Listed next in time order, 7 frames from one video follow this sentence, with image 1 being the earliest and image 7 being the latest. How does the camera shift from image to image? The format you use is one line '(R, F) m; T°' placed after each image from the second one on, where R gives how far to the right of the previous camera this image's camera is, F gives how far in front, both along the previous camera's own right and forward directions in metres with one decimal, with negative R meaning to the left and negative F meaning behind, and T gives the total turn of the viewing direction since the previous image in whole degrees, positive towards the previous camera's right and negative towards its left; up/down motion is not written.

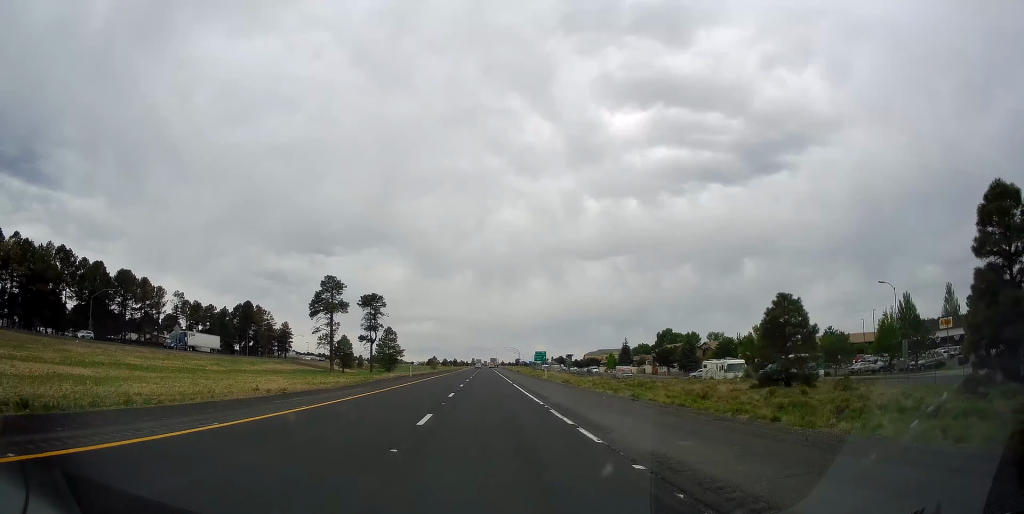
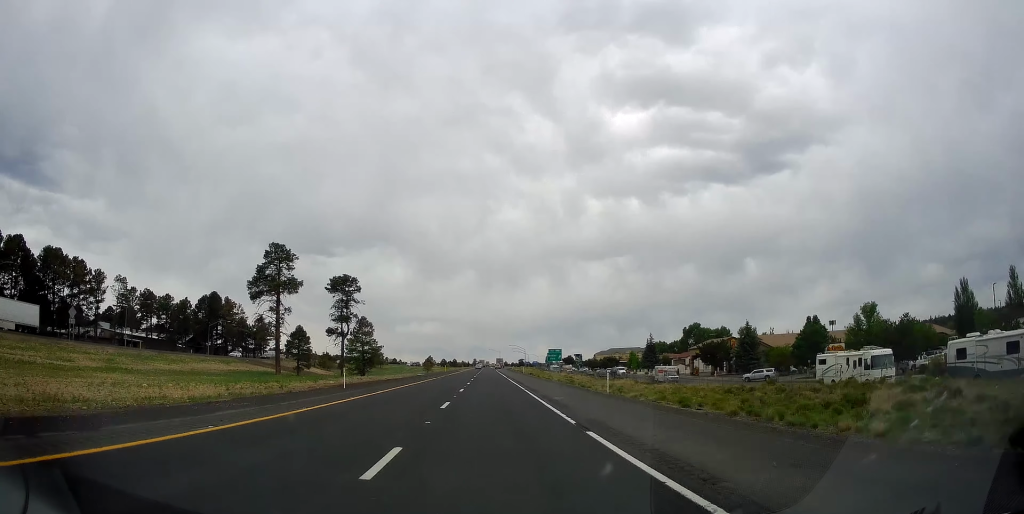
(-0.1, +31.5) m; -1°
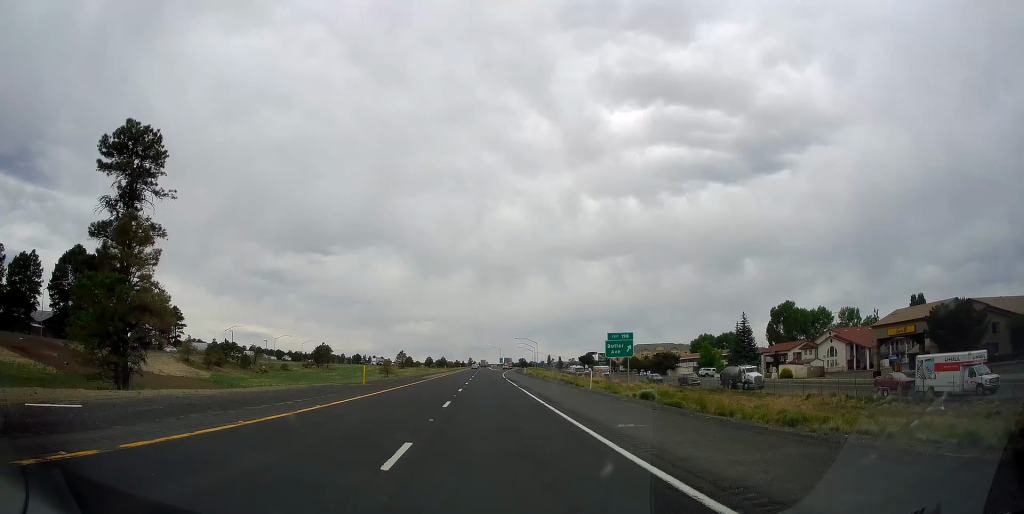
(+0.3, +72.8) m; 0°
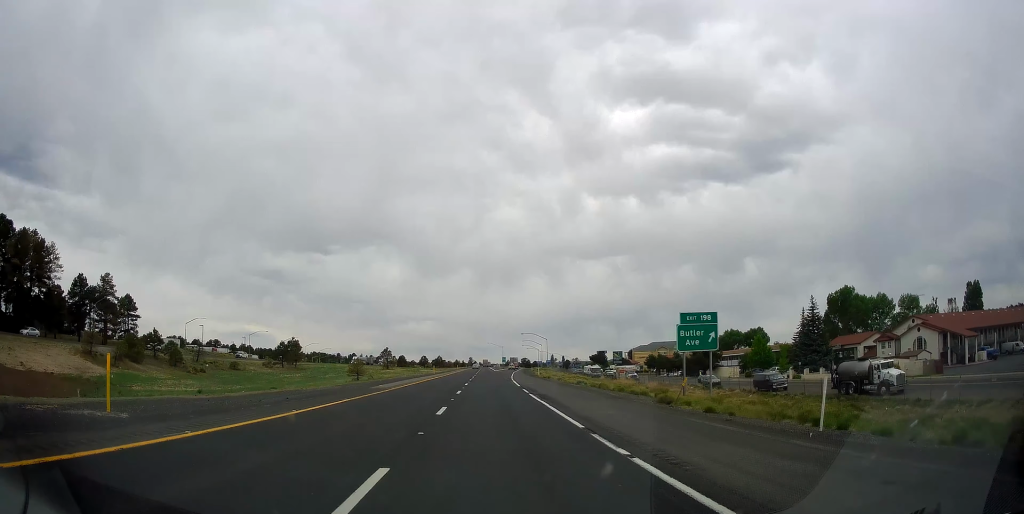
(-0.5, +27.3) m; -1°
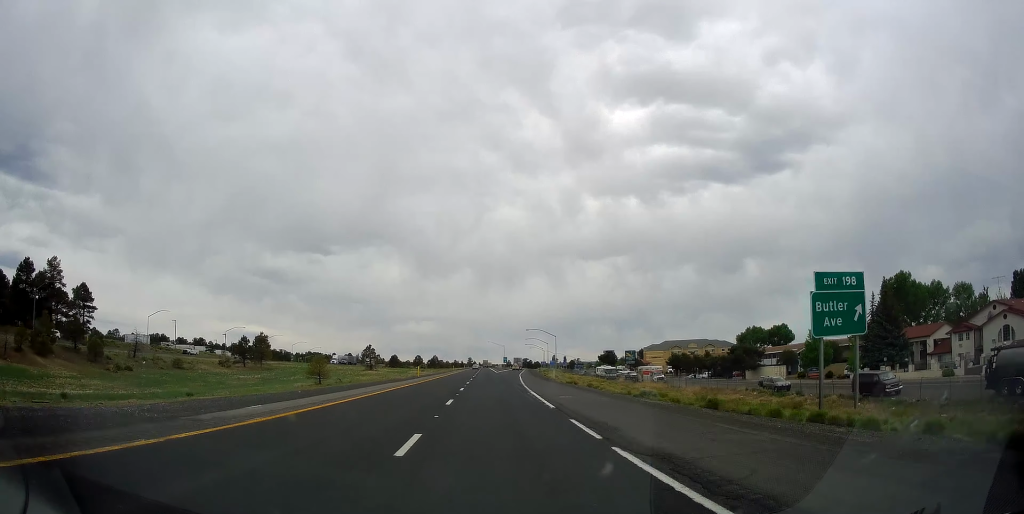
(0.0, +20.3) m; 0°
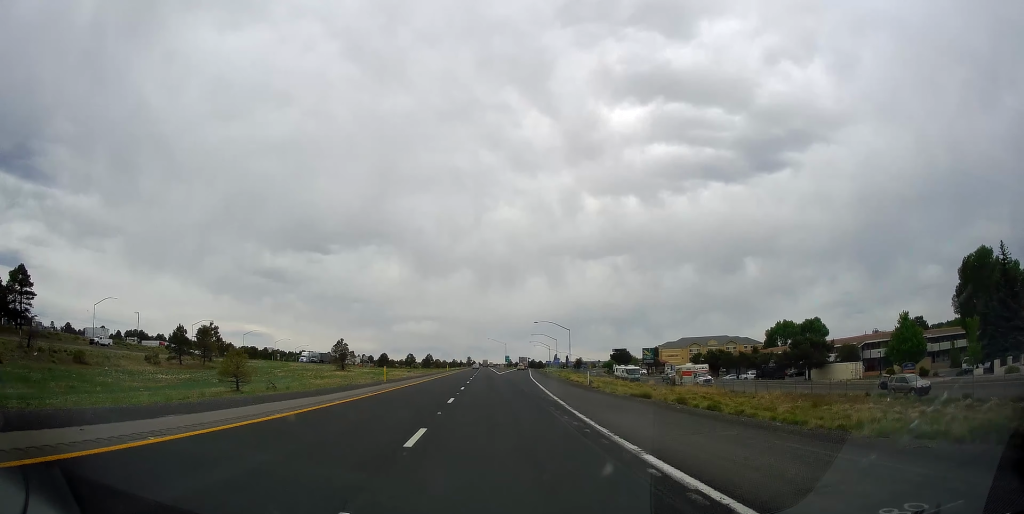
(+0.1, +23.3) m; 0°
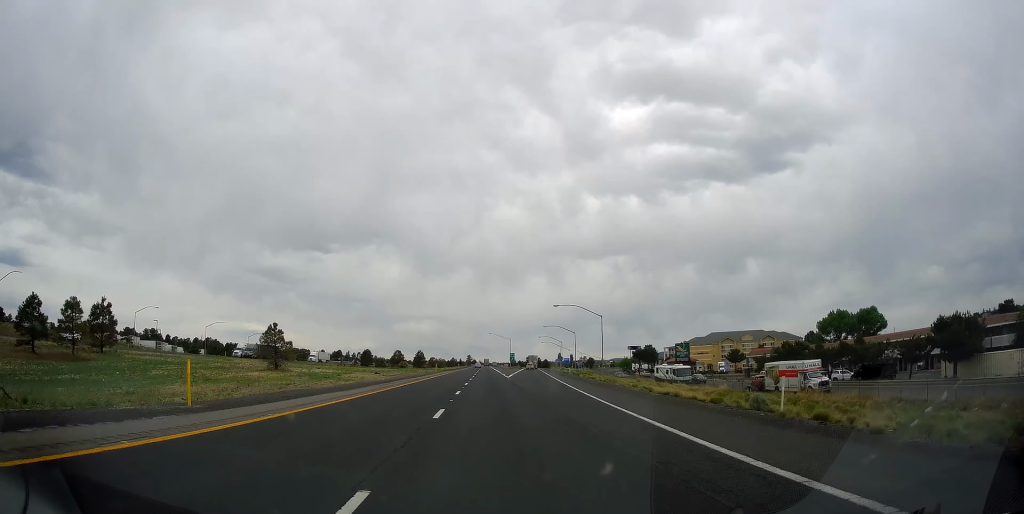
(+0.1, +31.3) m; 0°
